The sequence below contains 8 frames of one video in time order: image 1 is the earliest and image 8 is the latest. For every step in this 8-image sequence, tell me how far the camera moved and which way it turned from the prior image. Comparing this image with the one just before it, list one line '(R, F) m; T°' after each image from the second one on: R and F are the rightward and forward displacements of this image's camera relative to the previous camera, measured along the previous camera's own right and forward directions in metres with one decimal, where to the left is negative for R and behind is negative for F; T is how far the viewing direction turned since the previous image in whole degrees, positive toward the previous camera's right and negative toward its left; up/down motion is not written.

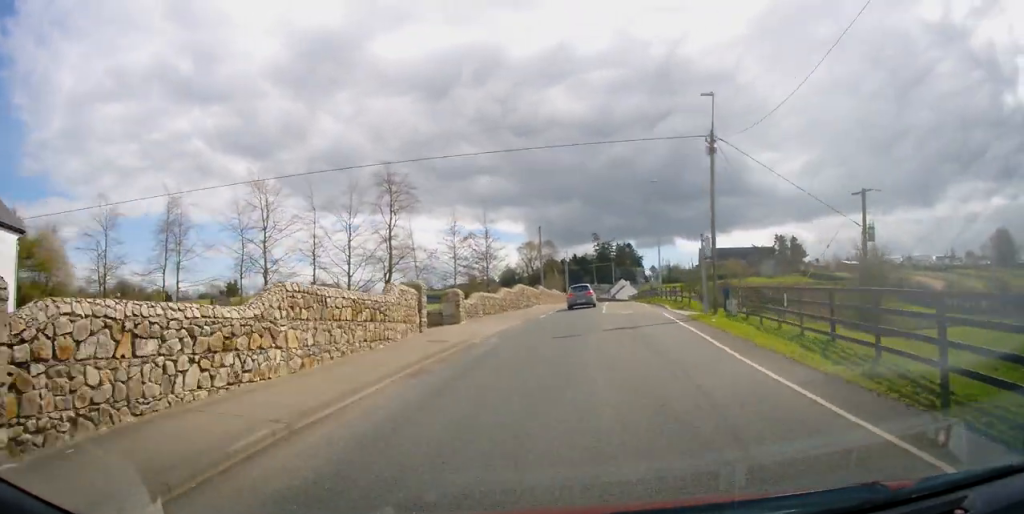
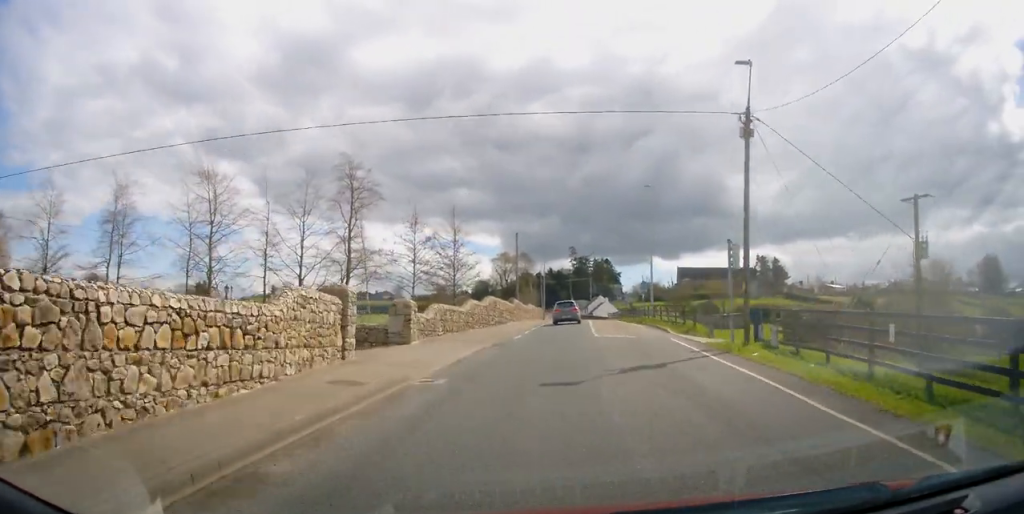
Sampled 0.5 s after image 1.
(0.0, +5.8) m; +3°
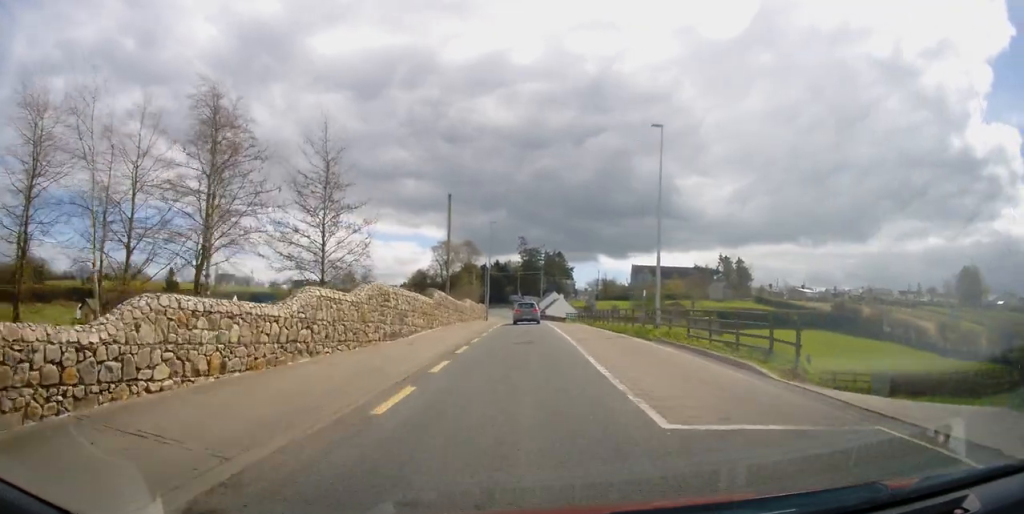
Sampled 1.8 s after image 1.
(+0.9, +15.9) m; +5°
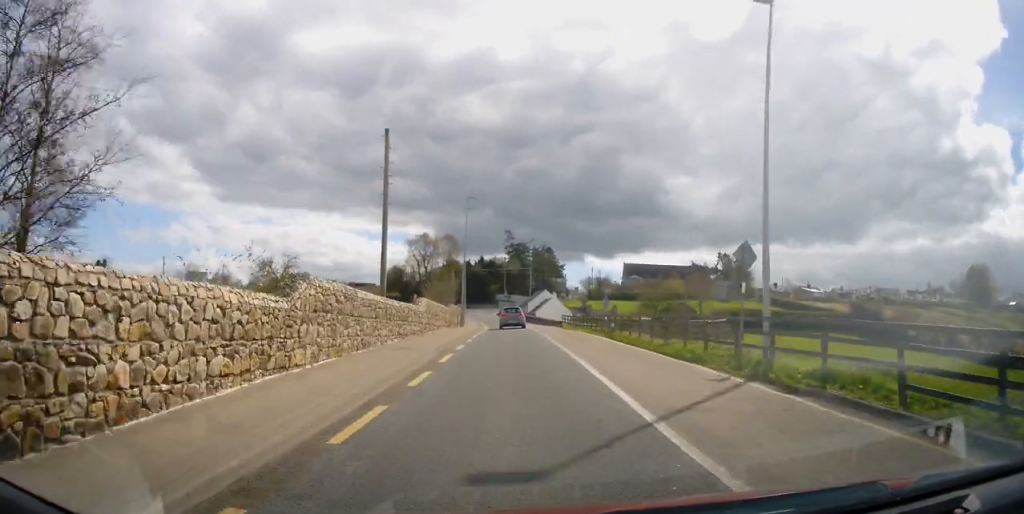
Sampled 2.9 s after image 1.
(+0.2, +13.5) m; +1°
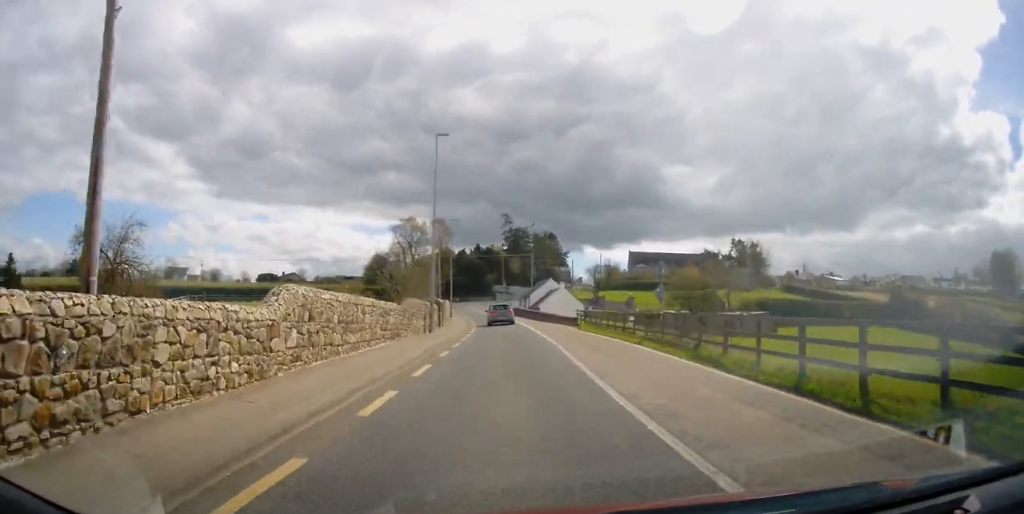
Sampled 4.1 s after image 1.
(+0.1, +14.7) m; +1°
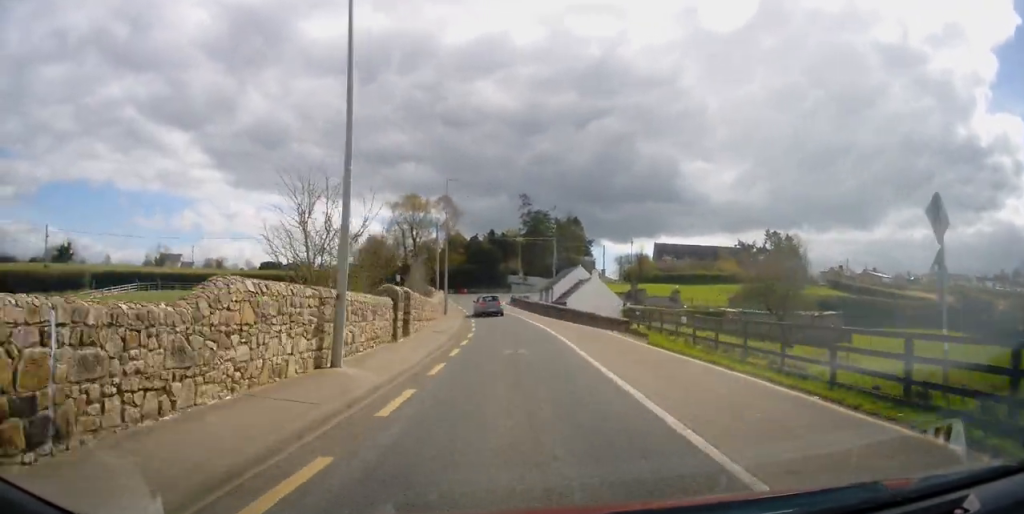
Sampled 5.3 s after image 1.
(-0.1, +15.9) m; -1°
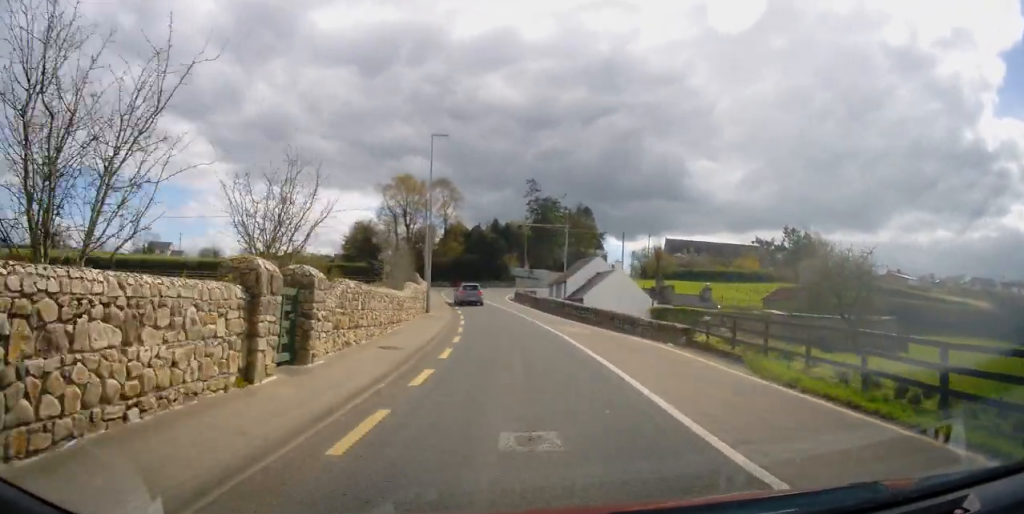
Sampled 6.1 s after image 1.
(-0.1, +10.1) m; -1°
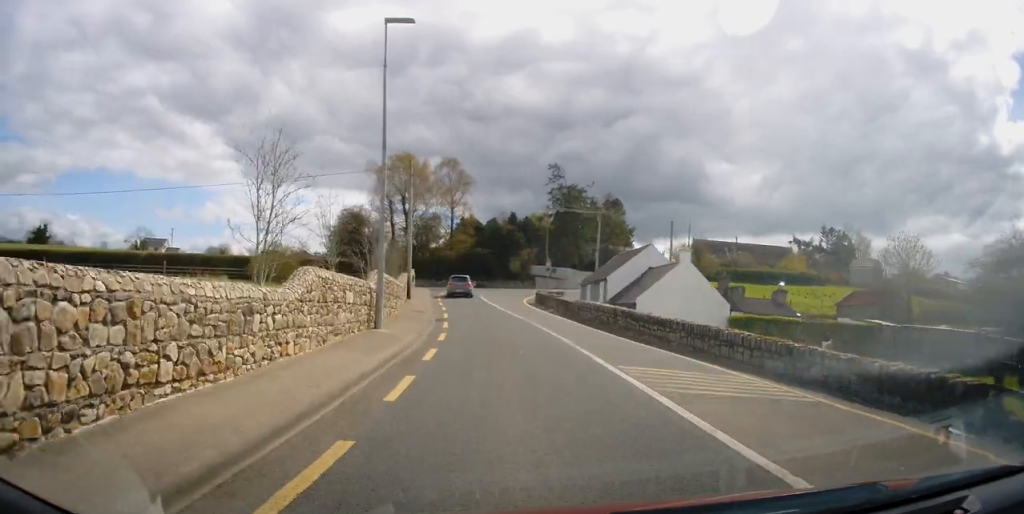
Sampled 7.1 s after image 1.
(-0.2, +13.7) m; -2°
